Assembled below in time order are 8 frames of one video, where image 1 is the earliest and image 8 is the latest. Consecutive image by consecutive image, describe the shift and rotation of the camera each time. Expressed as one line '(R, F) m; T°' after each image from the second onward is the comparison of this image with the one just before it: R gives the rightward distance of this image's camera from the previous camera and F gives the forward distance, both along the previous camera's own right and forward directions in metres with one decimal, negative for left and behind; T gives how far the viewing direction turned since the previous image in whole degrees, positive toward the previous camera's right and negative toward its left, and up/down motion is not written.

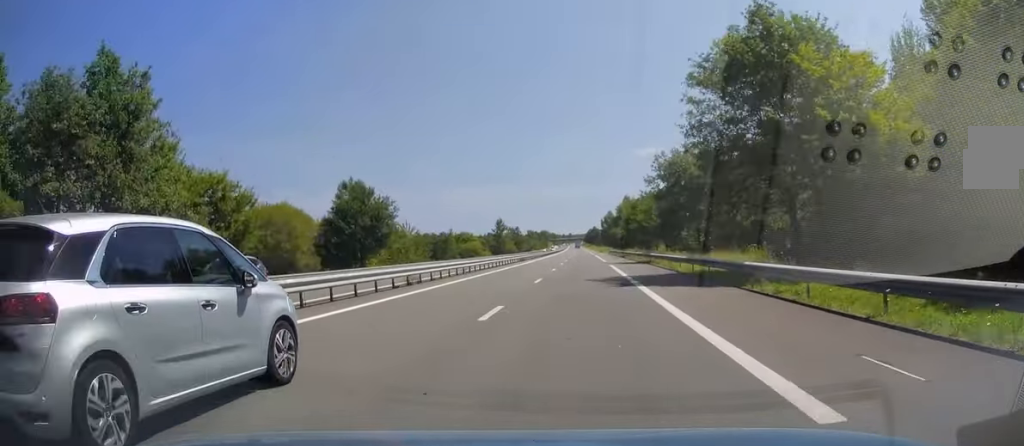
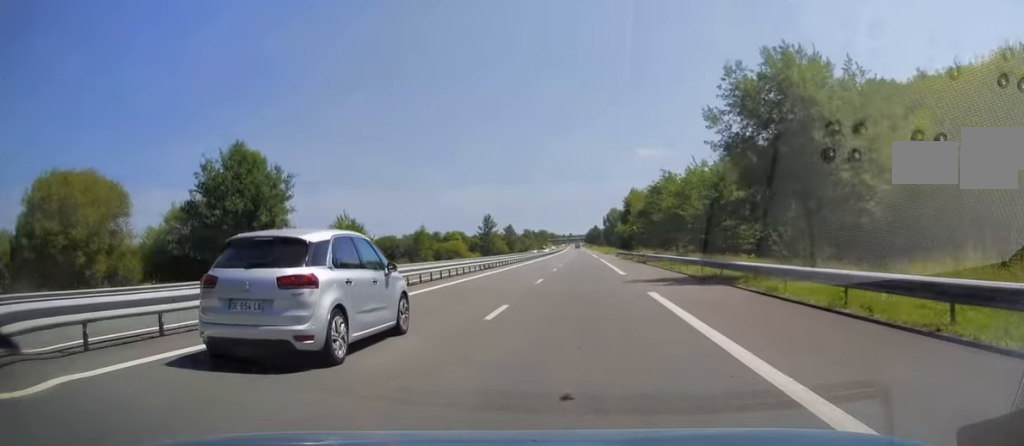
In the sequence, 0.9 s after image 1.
(0.0, +25.8) m; 0°
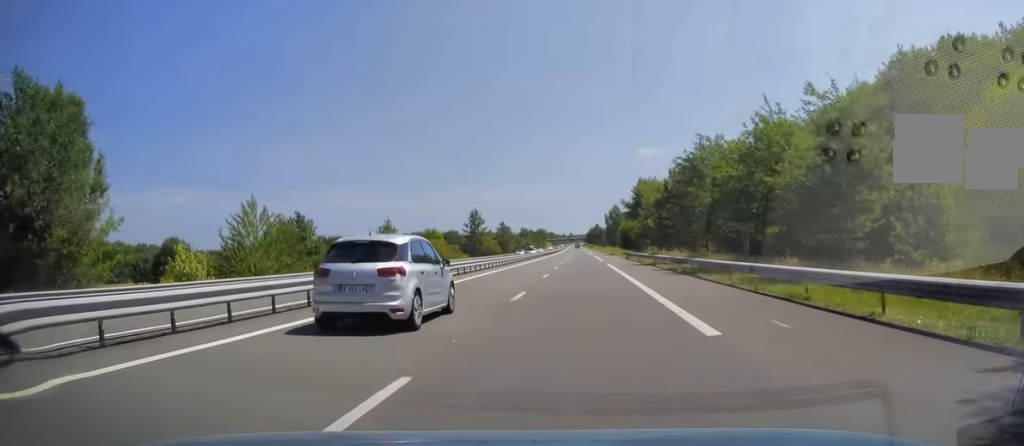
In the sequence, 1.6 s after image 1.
(0.0, +21.5) m; 0°
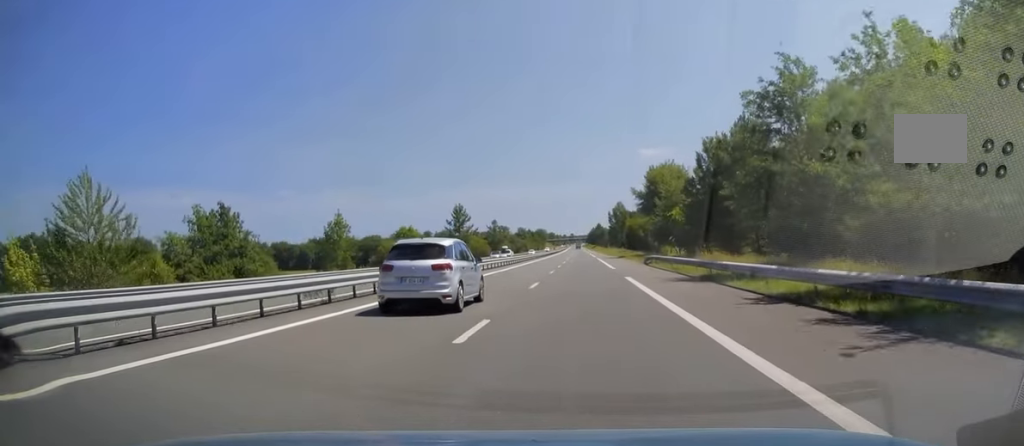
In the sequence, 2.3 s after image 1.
(0.0, +20.6) m; 0°
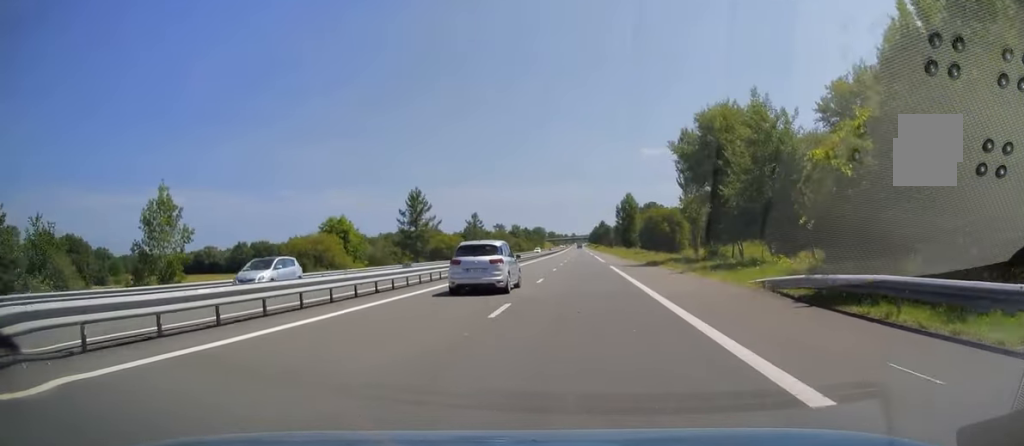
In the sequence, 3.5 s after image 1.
(-0.3, +35.9) m; -1°
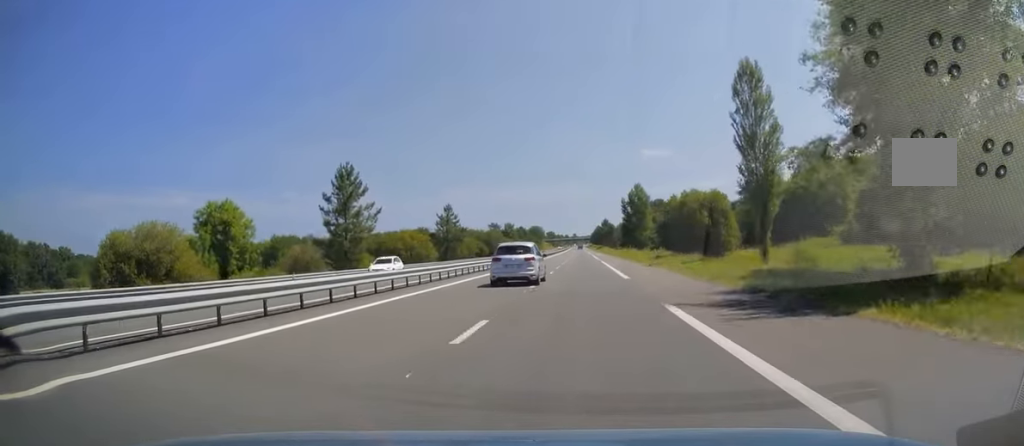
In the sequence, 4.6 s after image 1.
(-0.1, +29.9) m; 0°
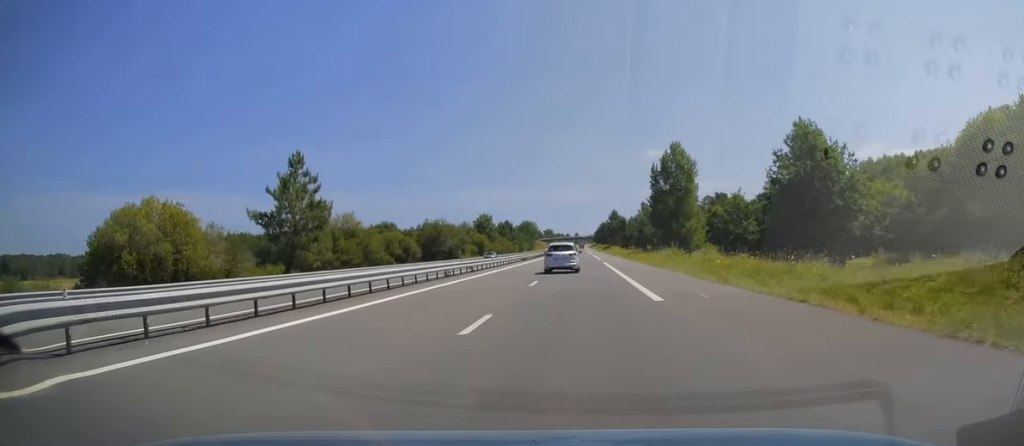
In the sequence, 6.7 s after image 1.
(+0.2, +64.3) m; 0°
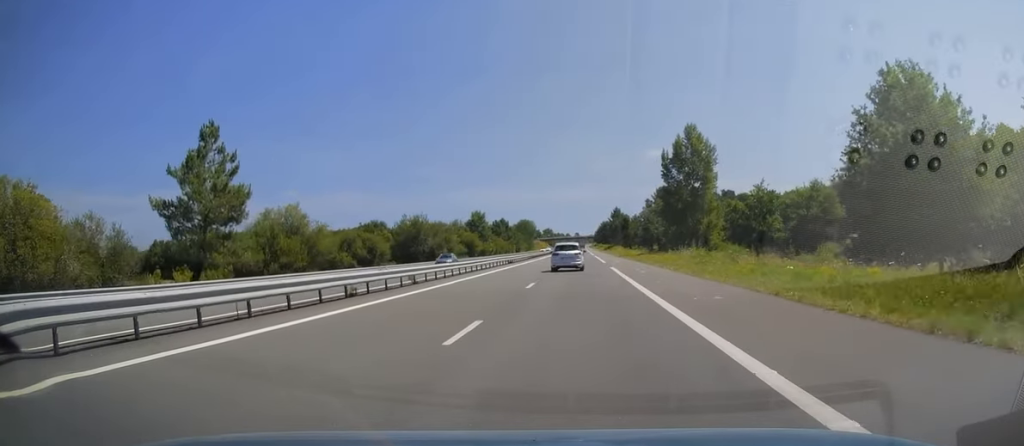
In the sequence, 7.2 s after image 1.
(-0.2, +14.2) m; 0°
